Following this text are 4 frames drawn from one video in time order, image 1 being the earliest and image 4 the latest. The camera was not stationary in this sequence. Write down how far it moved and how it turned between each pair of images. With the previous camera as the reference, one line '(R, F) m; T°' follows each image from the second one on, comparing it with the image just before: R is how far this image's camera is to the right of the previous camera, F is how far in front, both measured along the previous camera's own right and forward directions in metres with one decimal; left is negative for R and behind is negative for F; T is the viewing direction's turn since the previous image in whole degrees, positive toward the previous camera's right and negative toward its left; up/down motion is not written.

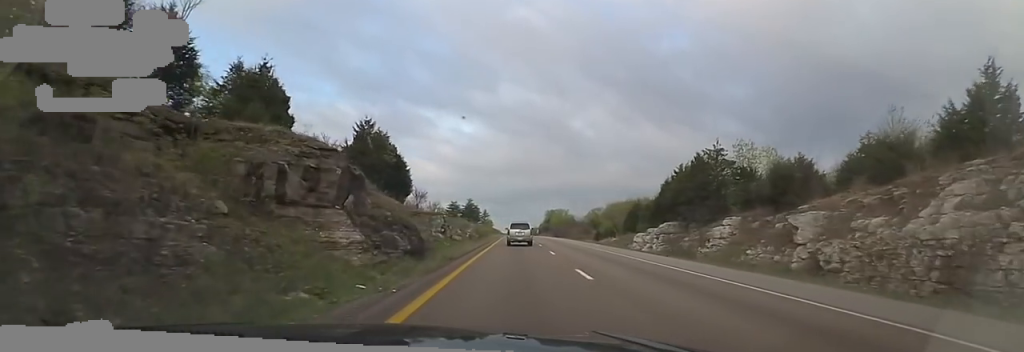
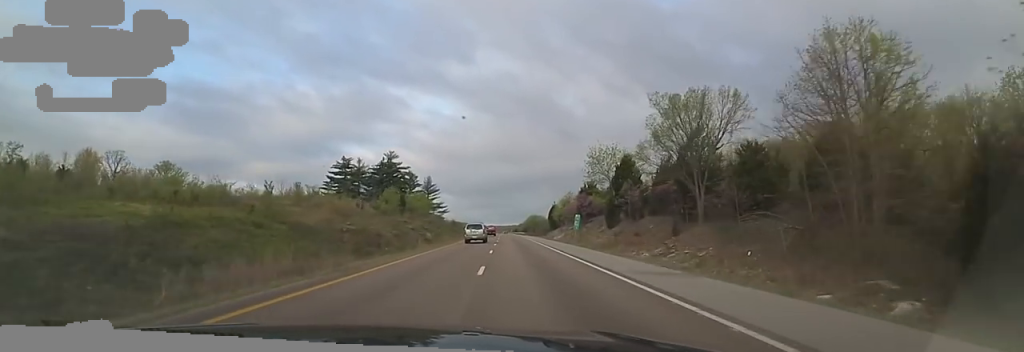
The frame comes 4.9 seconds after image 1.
(+2.1, +159.8) m; +1°
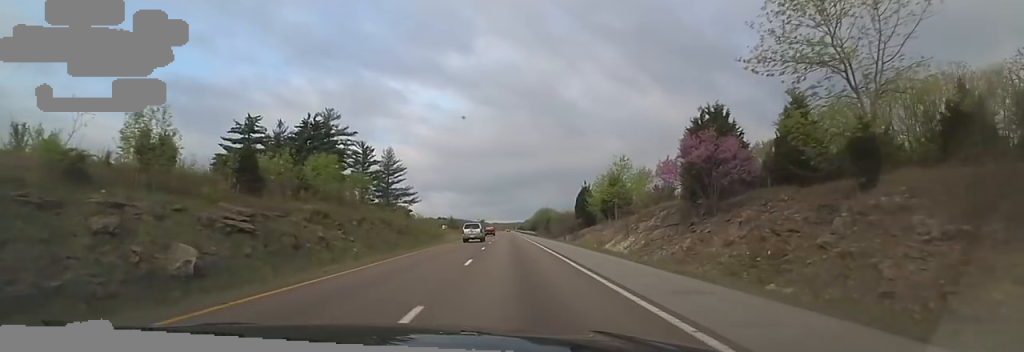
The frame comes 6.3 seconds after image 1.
(+1.0, +43.4) m; 0°
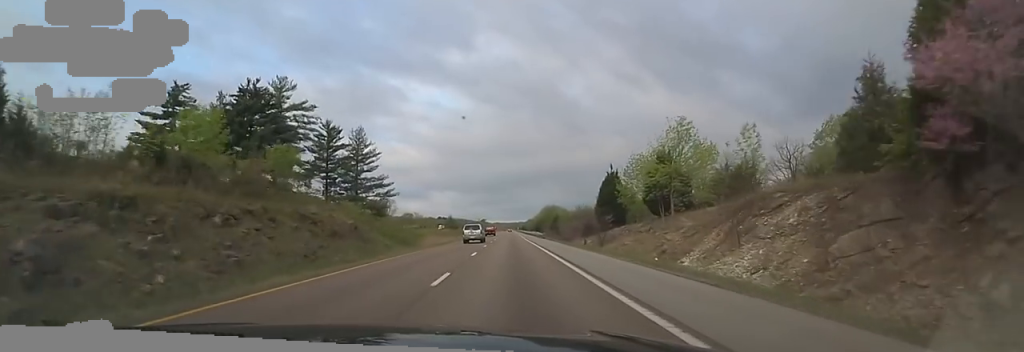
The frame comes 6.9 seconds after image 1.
(-0.2, +17.7) m; 0°
